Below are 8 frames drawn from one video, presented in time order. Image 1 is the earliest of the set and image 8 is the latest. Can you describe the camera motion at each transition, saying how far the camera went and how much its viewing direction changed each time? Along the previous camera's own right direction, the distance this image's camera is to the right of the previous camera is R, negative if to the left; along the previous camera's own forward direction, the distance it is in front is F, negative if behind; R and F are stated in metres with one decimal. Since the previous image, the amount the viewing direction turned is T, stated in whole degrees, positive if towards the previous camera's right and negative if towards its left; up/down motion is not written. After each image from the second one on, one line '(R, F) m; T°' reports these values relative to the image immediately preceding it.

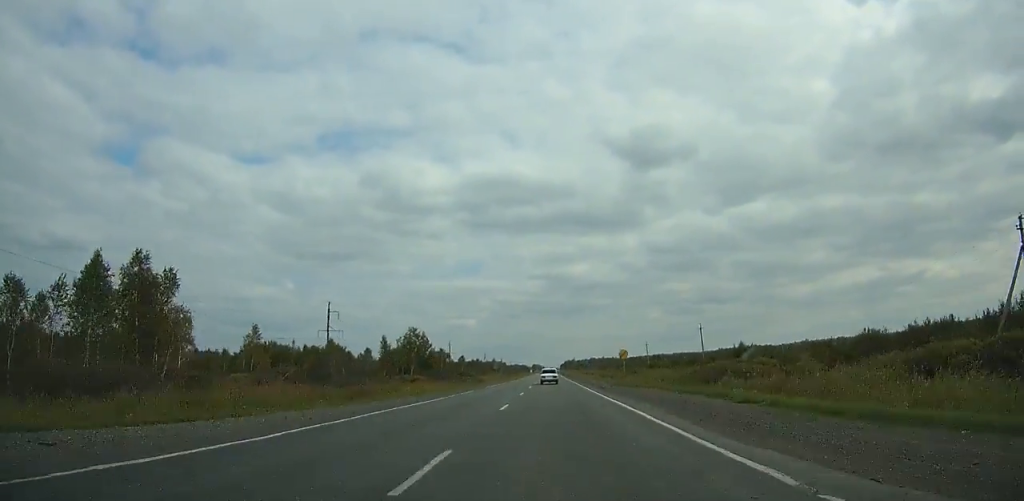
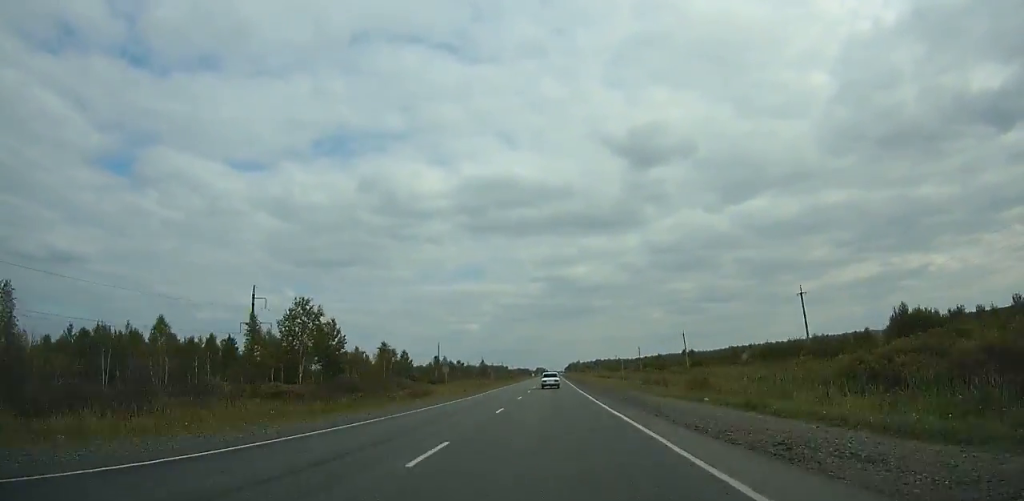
(0.0, +46.0) m; 0°
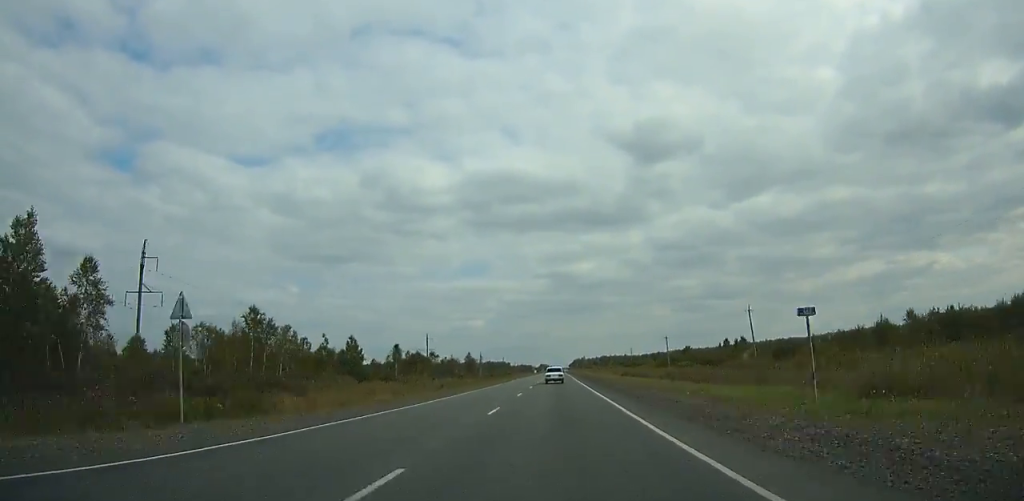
(0.0, +39.5) m; 0°
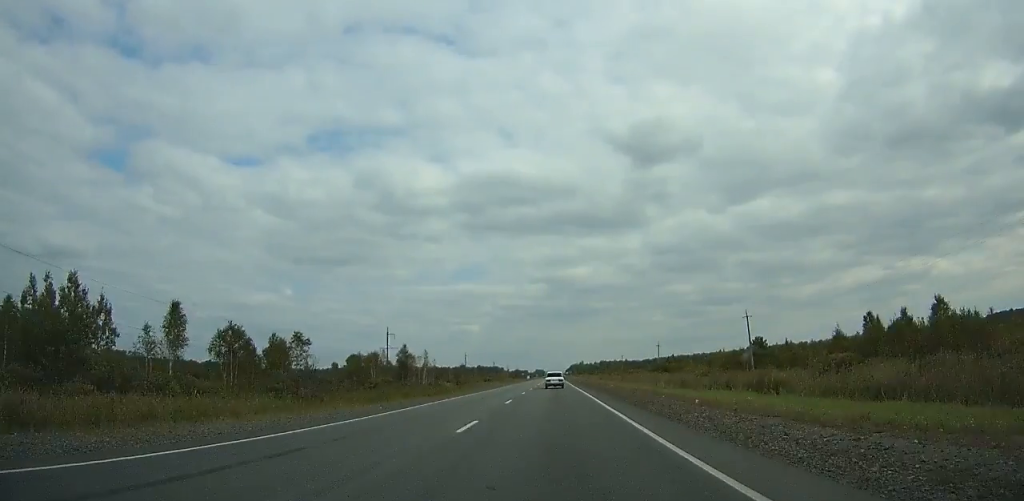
(-0.1, +64.4) m; 0°
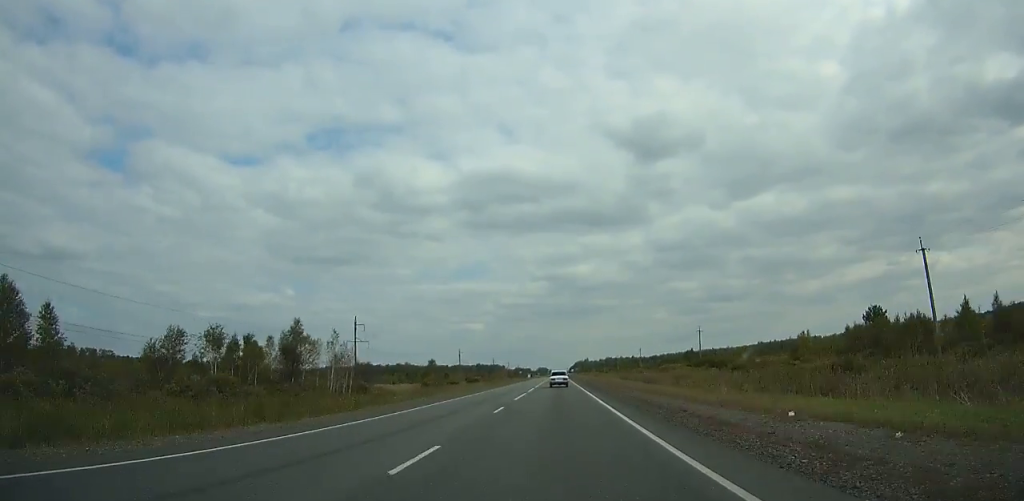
(+0.1, +41.7) m; 0°
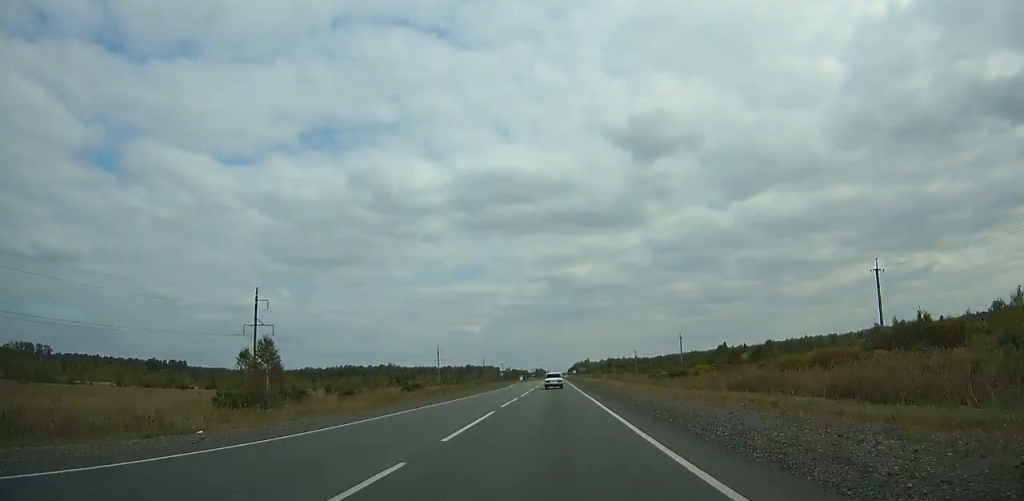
(+0.1, +65.2) m; 0°
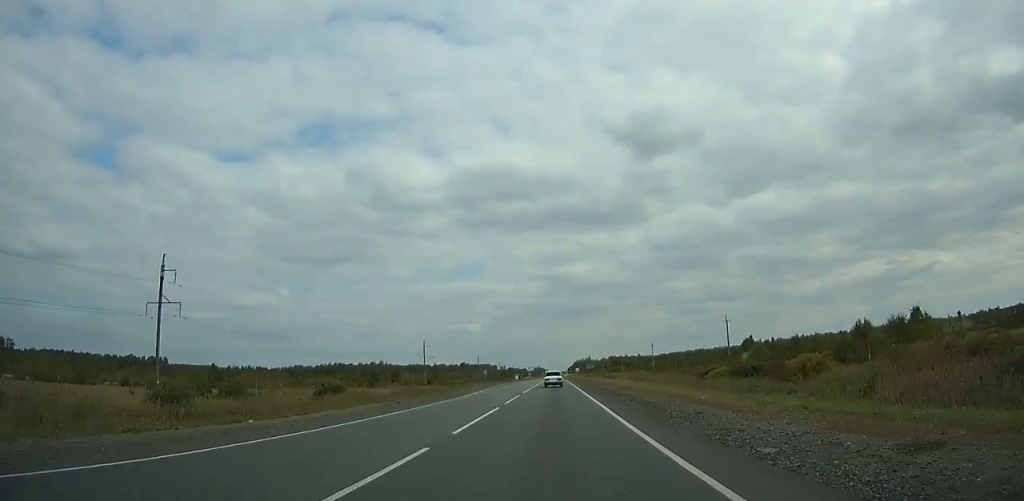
(0.0, +34.0) m; 0°
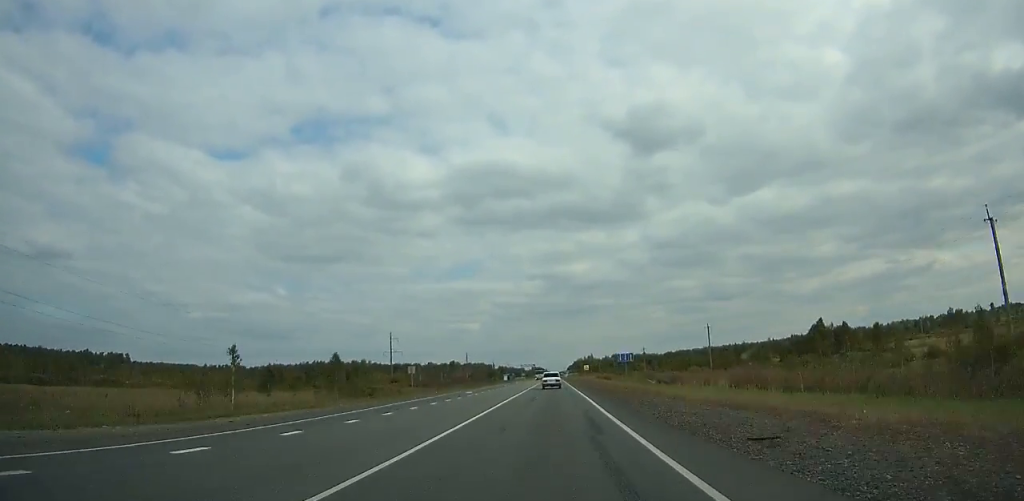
(0.0, +58.4) m; 0°
